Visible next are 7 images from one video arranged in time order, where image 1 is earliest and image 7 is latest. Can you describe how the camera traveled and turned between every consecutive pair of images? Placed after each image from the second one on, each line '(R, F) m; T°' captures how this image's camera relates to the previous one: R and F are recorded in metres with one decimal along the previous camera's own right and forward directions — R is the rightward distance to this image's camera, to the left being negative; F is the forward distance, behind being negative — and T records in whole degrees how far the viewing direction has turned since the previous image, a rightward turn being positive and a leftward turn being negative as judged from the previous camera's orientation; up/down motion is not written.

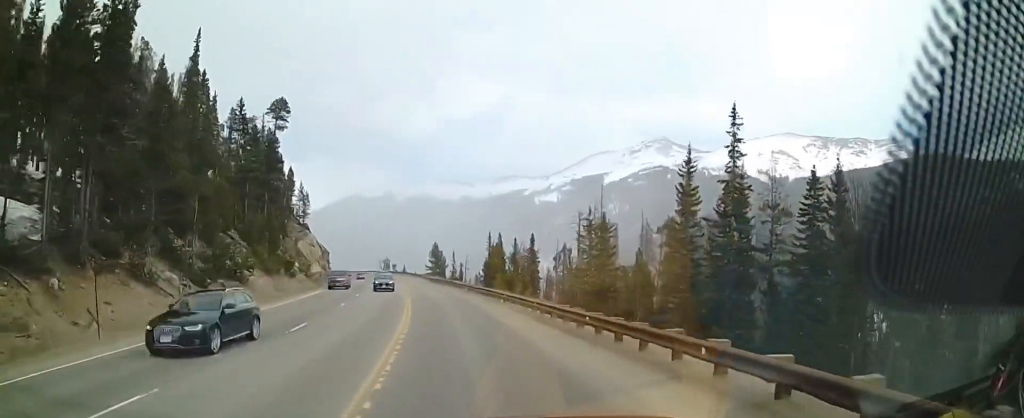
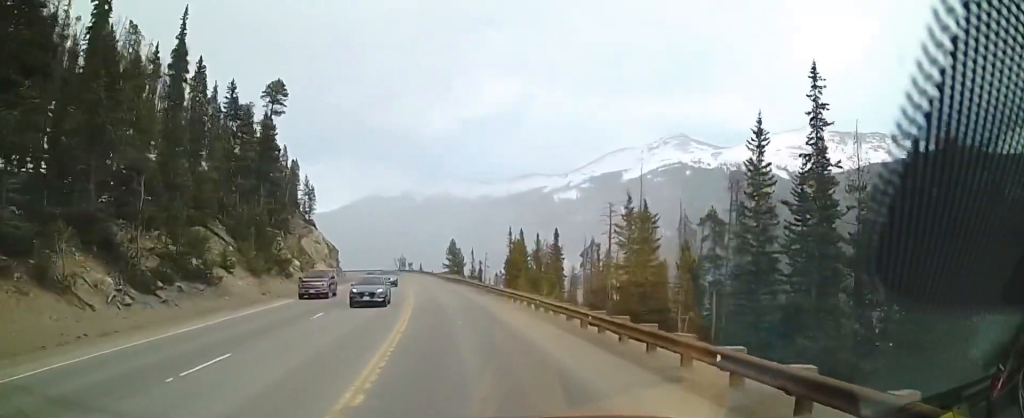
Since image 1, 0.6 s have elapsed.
(-0.5, +8.1) m; -3°
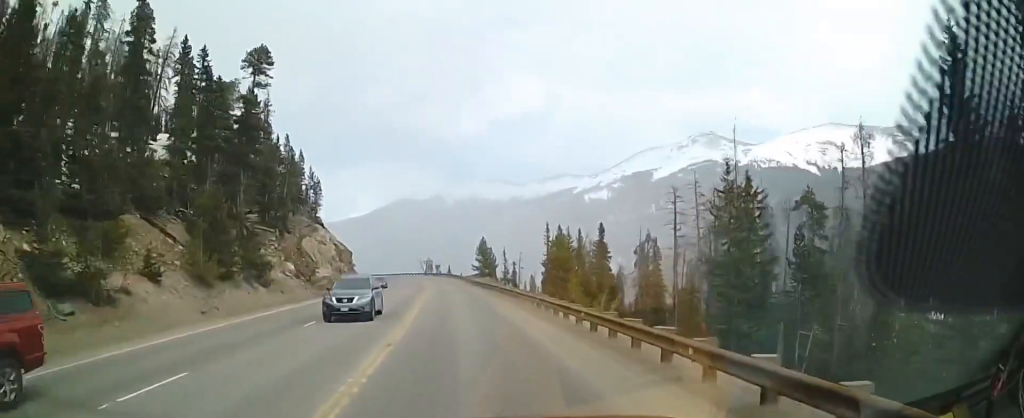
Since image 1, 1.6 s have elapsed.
(-0.2, +14.2) m; -5°
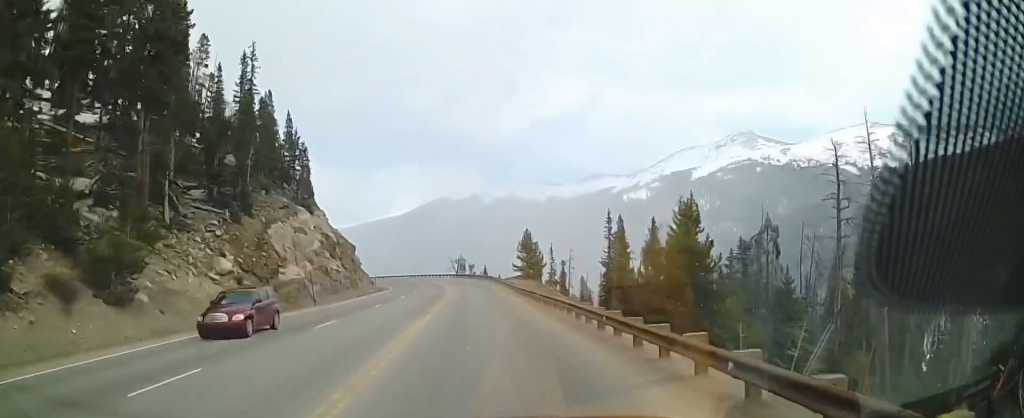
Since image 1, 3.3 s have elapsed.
(-1.8, +23.6) m; -7°
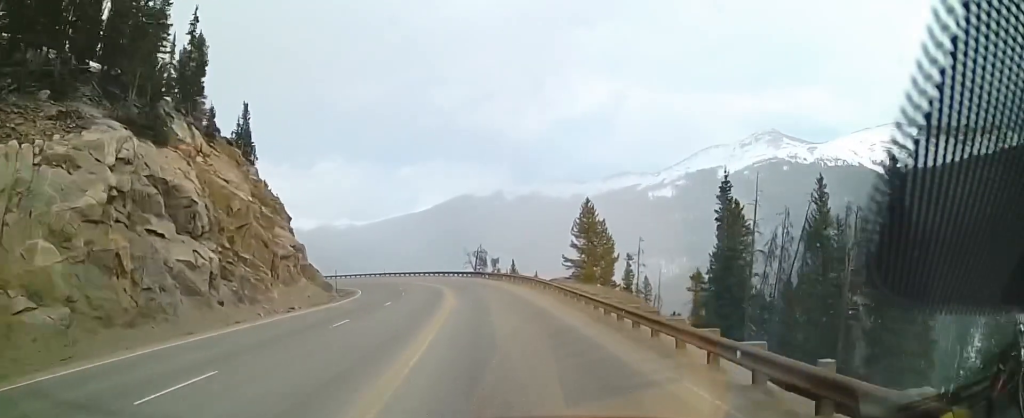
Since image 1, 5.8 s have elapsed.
(-1.9, +36.3) m; -4°
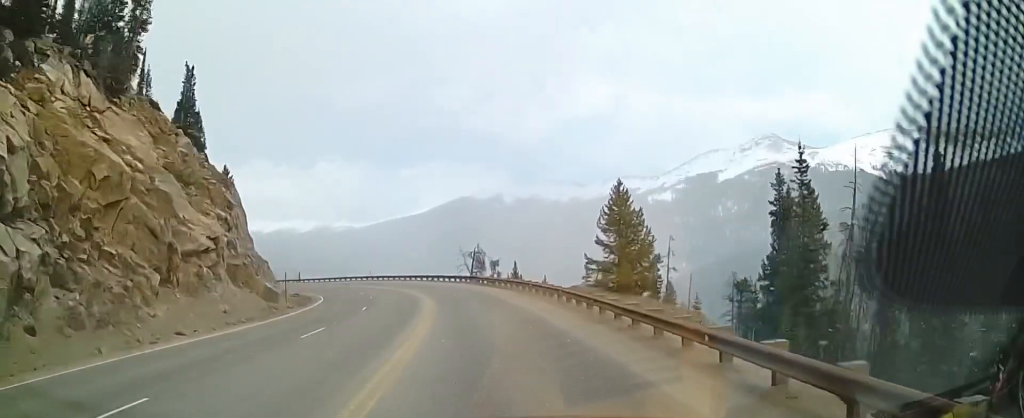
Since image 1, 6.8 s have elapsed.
(0.0, +13.9) m; -1°
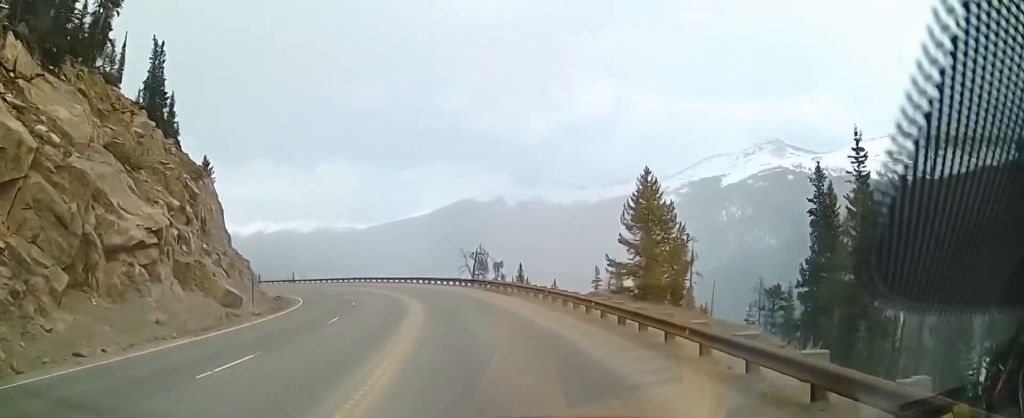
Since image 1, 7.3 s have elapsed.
(-0.2, +6.8) m; 0°
